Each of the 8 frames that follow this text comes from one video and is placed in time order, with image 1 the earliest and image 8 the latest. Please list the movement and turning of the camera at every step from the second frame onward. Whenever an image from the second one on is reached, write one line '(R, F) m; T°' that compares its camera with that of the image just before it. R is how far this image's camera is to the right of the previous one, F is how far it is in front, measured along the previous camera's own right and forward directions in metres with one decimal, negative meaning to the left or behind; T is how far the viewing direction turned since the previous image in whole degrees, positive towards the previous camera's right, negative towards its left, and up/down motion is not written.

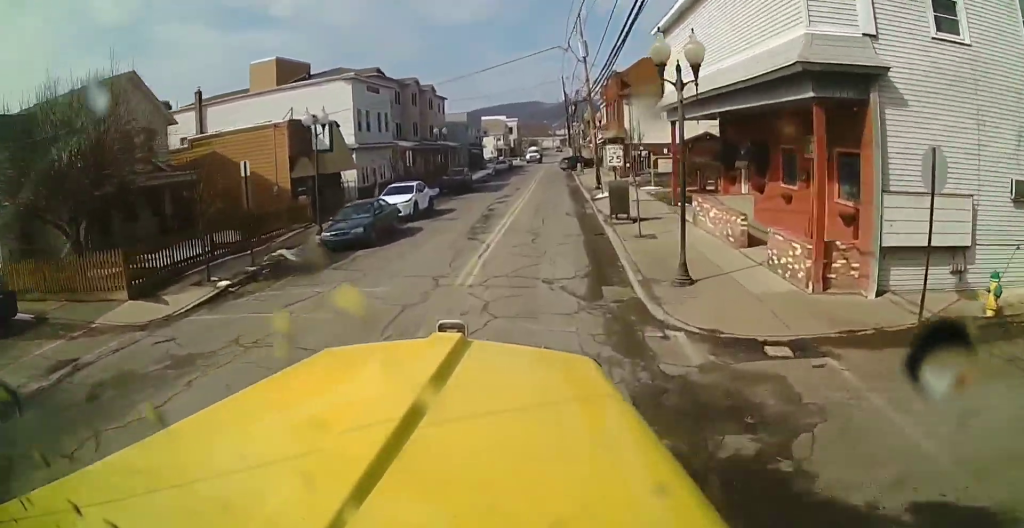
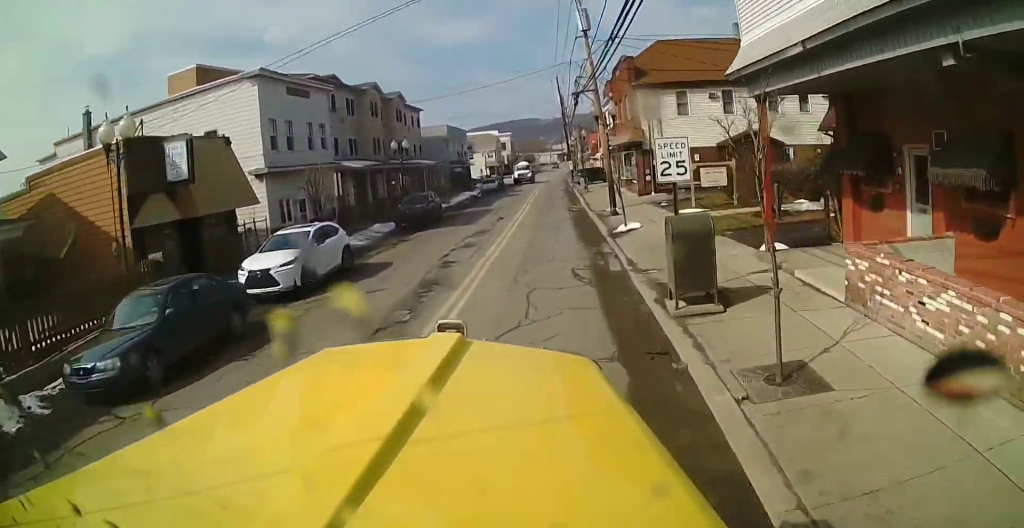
(-0.1, +12.1) m; -1°
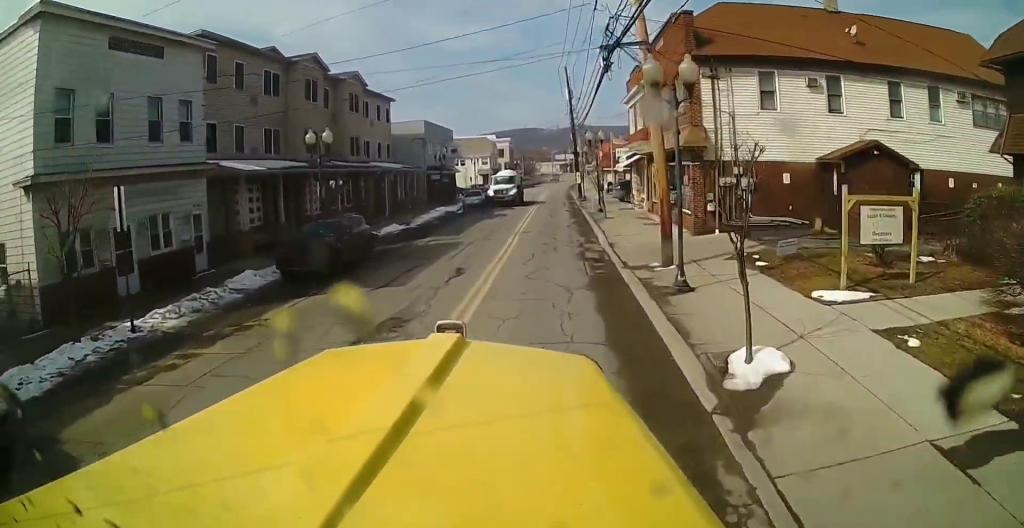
(0.0, +14.0) m; 0°
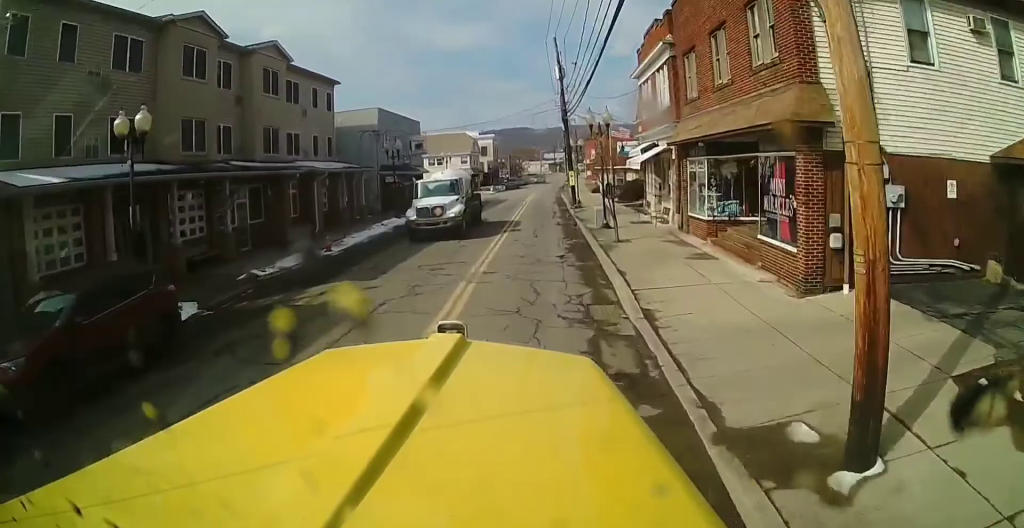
(0.0, +11.1) m; -1°
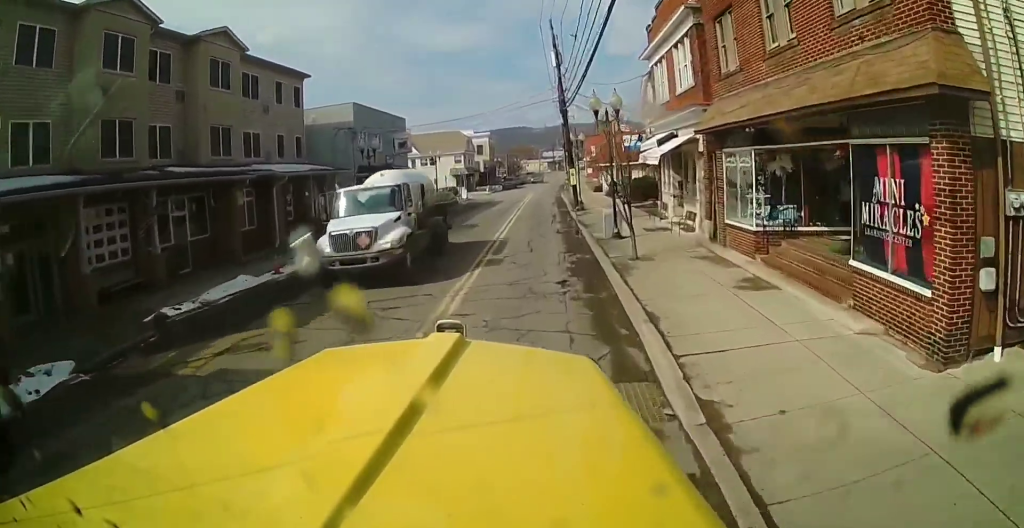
(0.0, +4.7) m; 0°
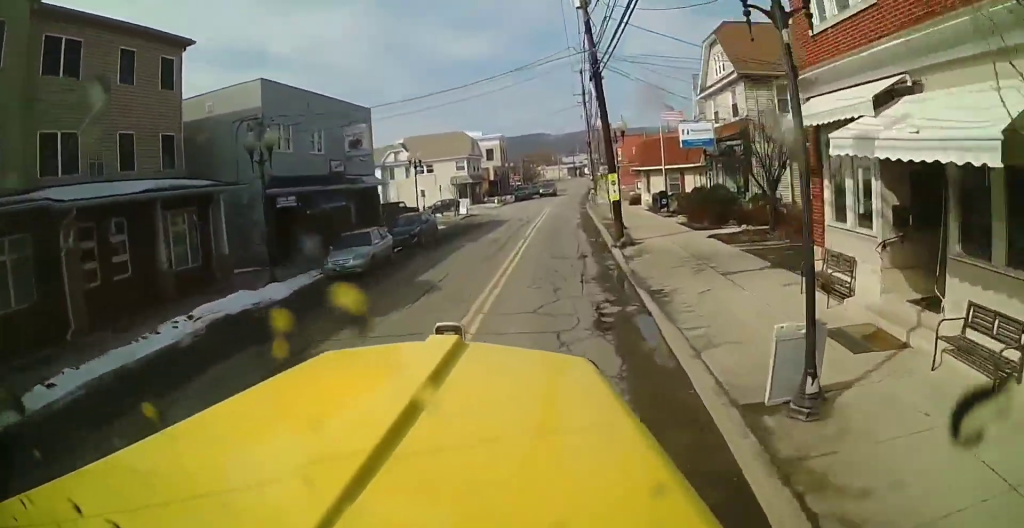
(-0.2, +14.5) m; -2°
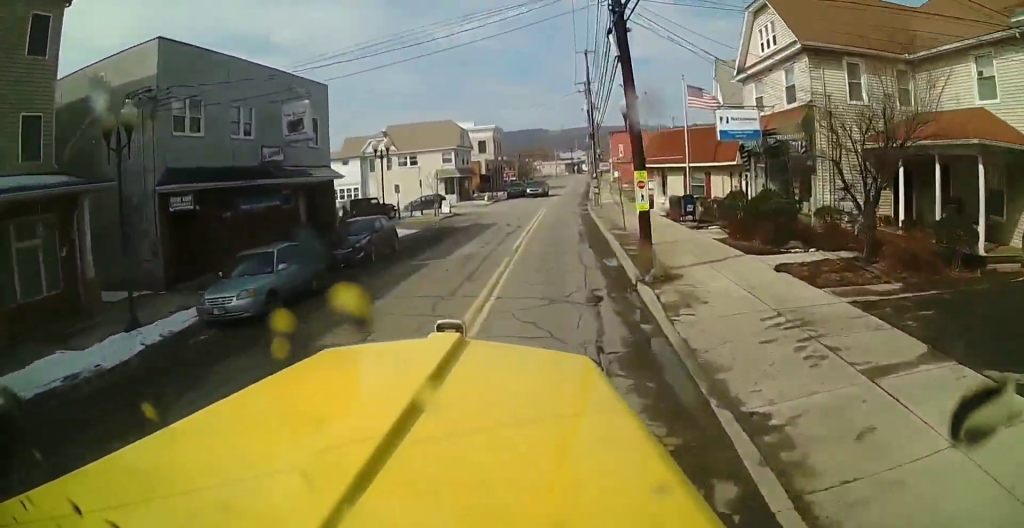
(-0.3, +7.3) m; +1°
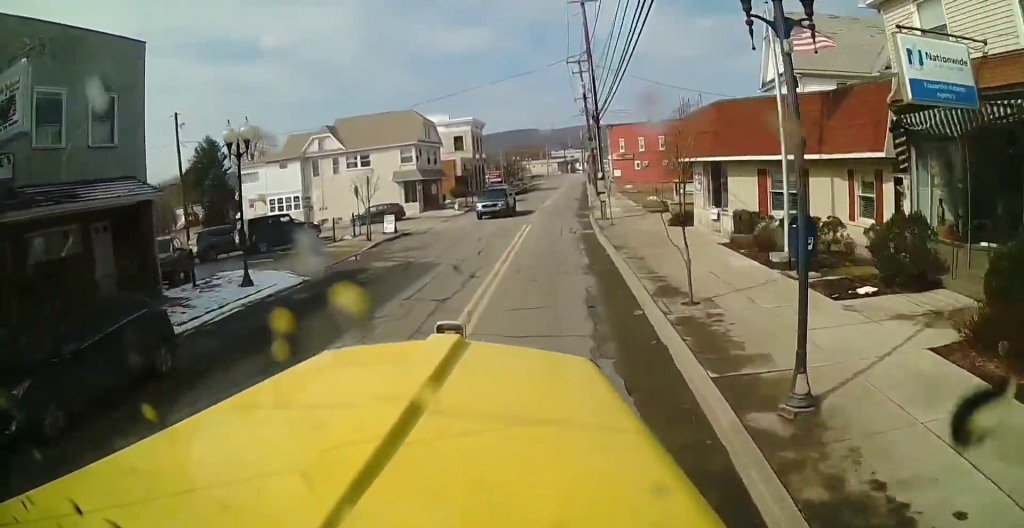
(+0.8, +14.2) m; +3°
